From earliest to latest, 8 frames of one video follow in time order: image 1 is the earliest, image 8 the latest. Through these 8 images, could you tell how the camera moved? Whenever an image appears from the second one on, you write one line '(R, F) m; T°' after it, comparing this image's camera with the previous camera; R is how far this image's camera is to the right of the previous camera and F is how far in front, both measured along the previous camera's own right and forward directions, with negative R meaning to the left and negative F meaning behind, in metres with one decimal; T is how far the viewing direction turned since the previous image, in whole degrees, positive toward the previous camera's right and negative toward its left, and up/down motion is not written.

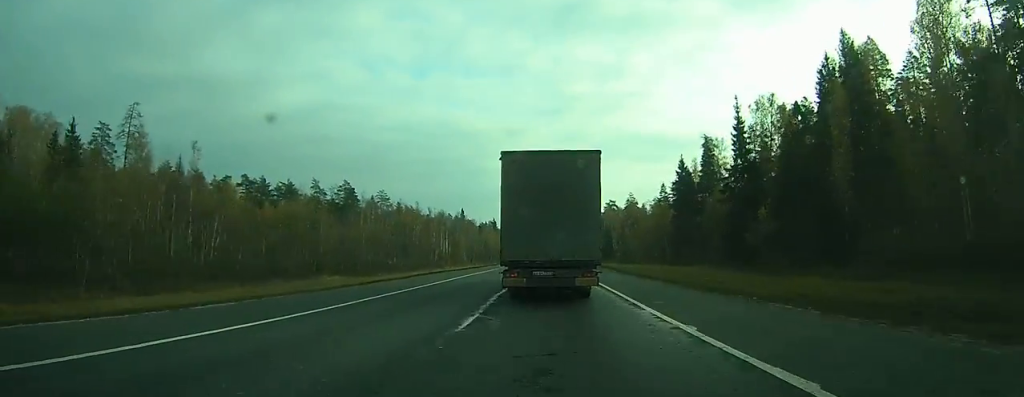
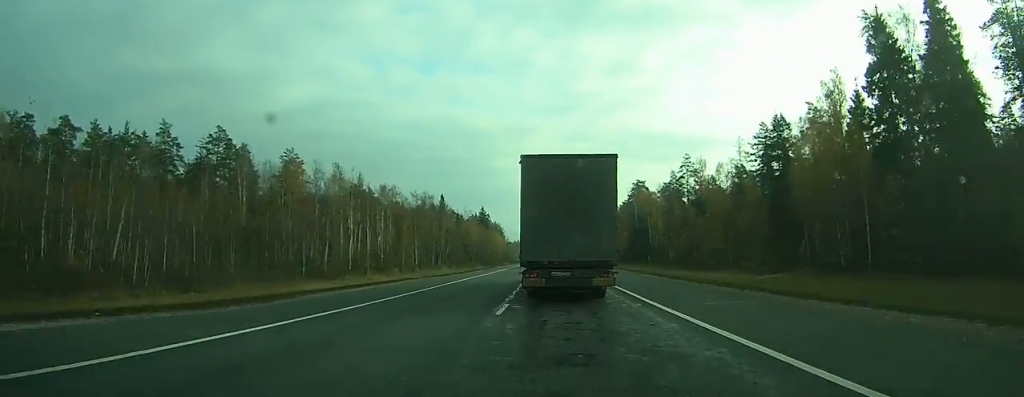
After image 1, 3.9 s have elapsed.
(-0.4, +74.4) m; 0°
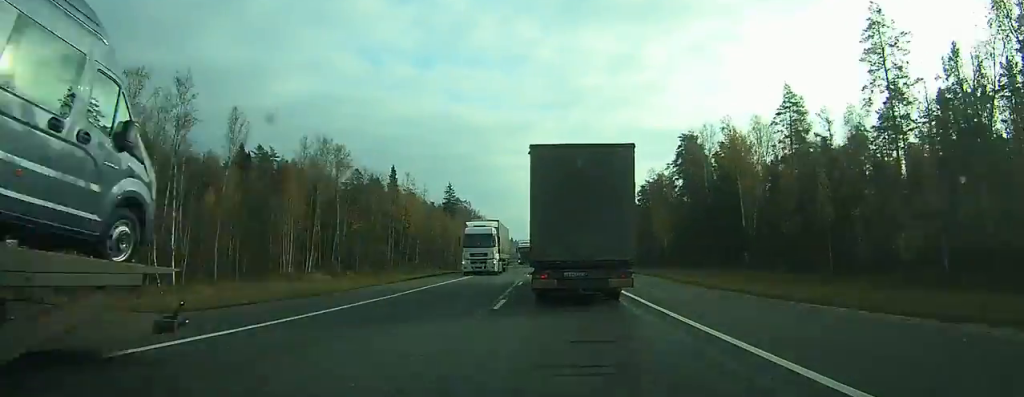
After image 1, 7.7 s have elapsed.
(+0.2, +80.8) m; 0°
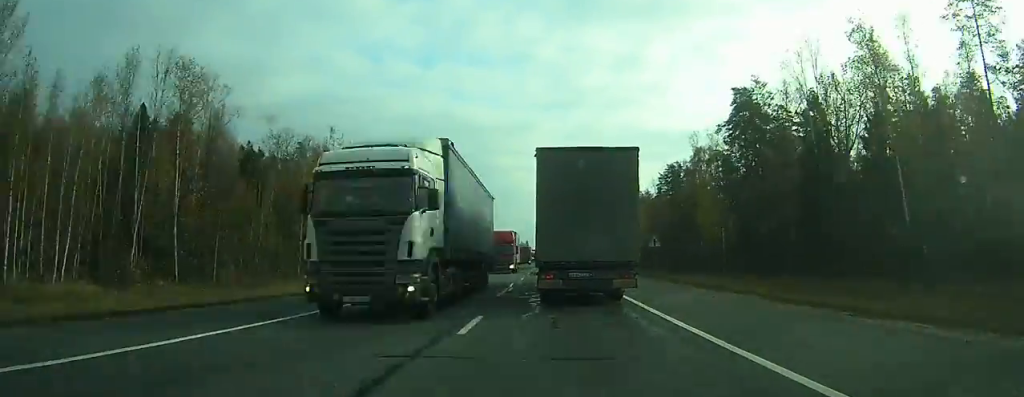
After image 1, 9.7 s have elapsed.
(0.0, +41.6) m; 0°
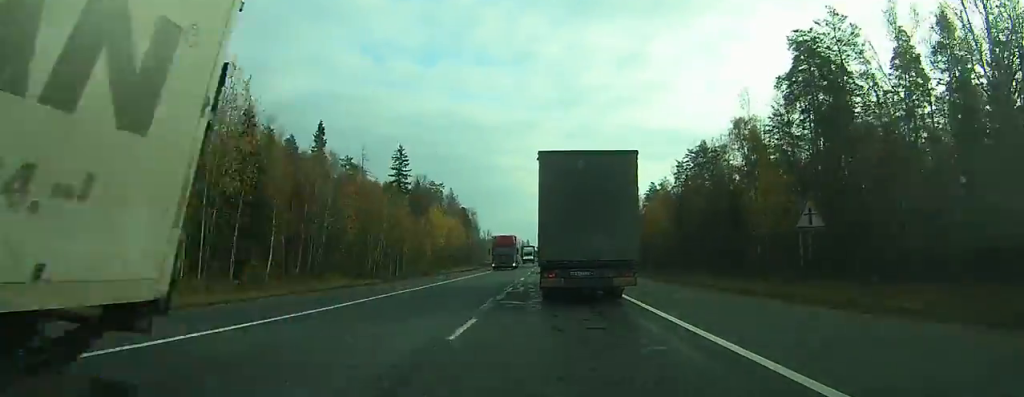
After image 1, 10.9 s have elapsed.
(0.0, +24.9) m; 0°
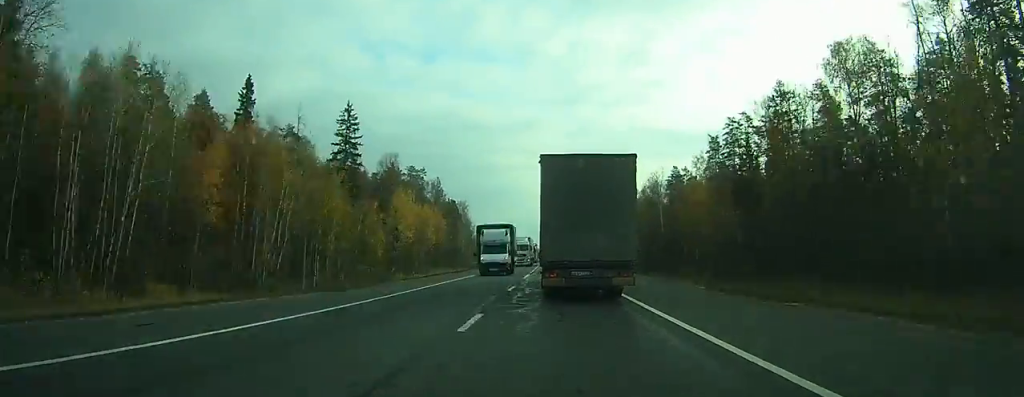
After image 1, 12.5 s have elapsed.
(-0.1, +33.8) m; 0°
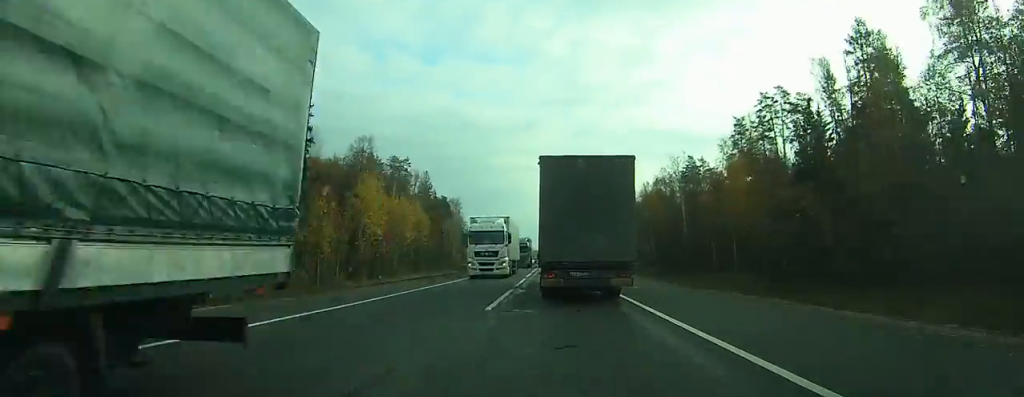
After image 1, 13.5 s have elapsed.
(-0.1, +20.3) m; 0°
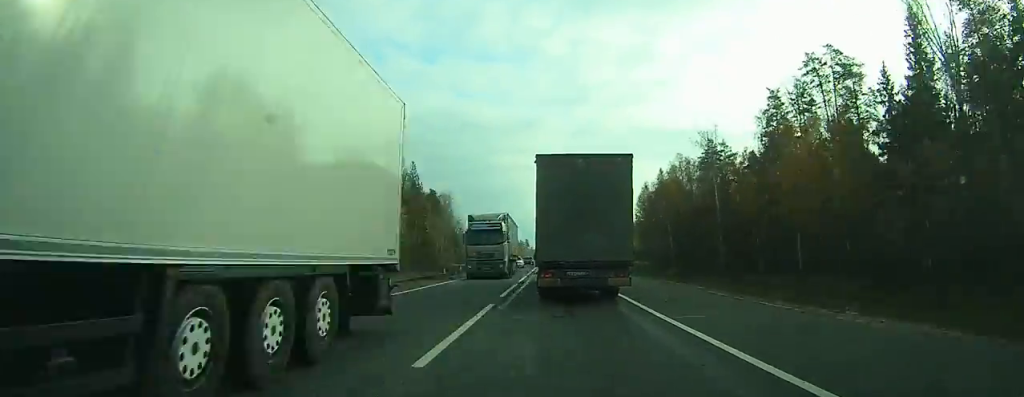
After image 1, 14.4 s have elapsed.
(-0.1, +20.3) m; 0°
